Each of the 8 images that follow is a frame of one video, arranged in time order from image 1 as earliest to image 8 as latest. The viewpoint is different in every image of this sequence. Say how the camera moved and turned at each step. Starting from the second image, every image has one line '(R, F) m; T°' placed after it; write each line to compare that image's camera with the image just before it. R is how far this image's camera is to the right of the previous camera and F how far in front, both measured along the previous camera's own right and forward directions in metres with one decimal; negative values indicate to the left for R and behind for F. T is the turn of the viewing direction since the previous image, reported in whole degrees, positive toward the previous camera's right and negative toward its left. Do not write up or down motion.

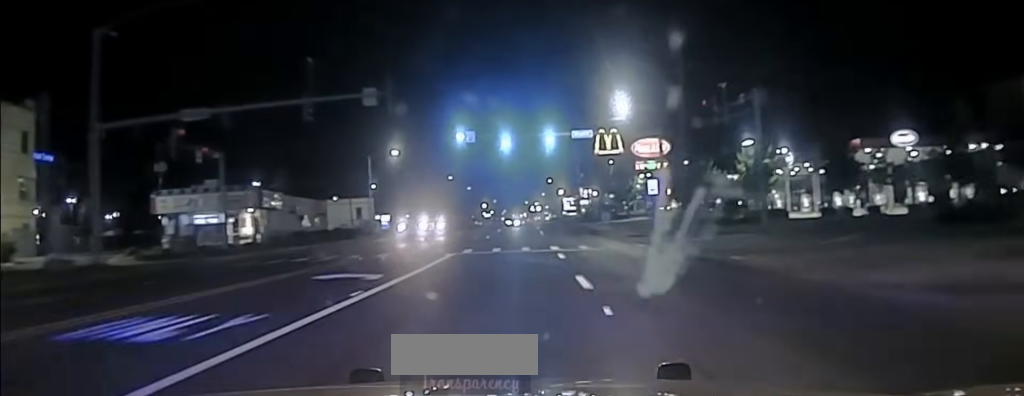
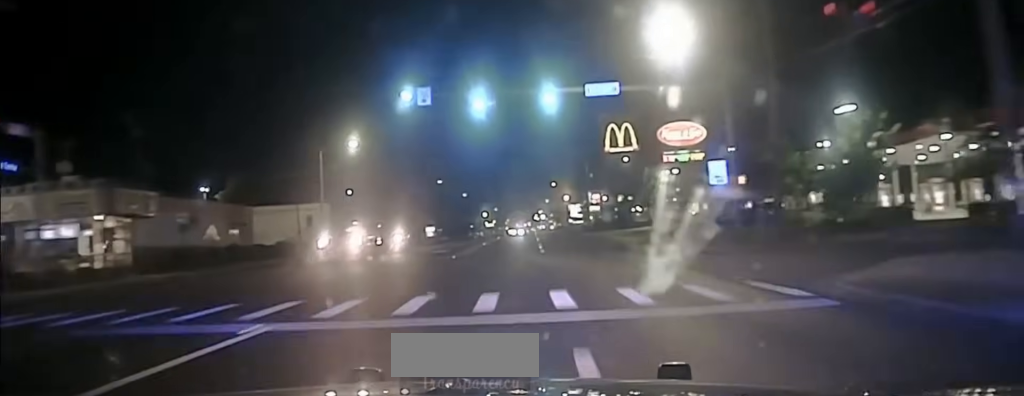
(+0.1, +19.7) m; 0°
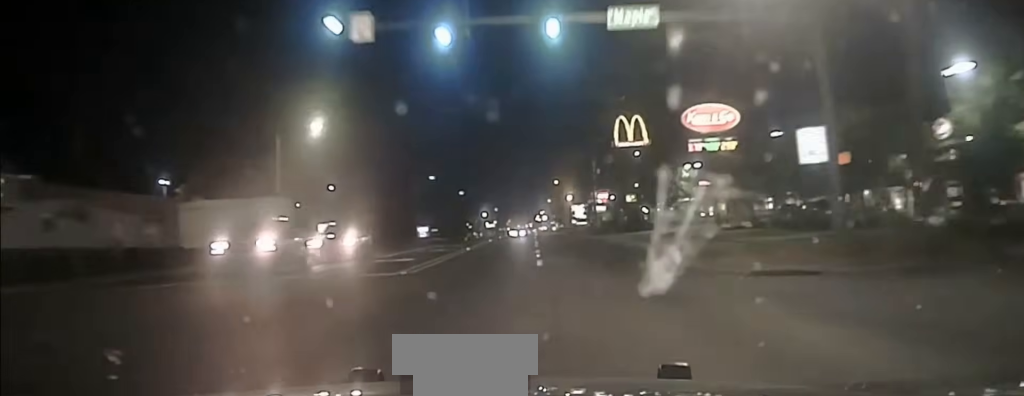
(0.0, +12.0) m; 0°
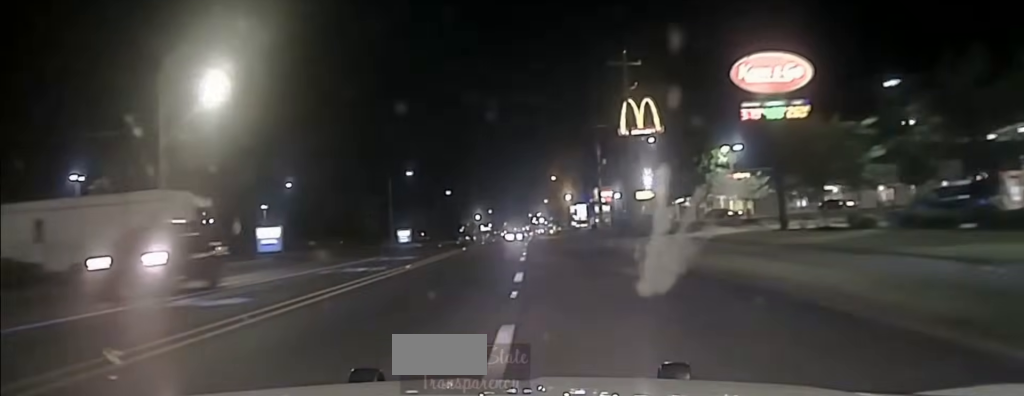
(0.0, +17.3) m; 0°
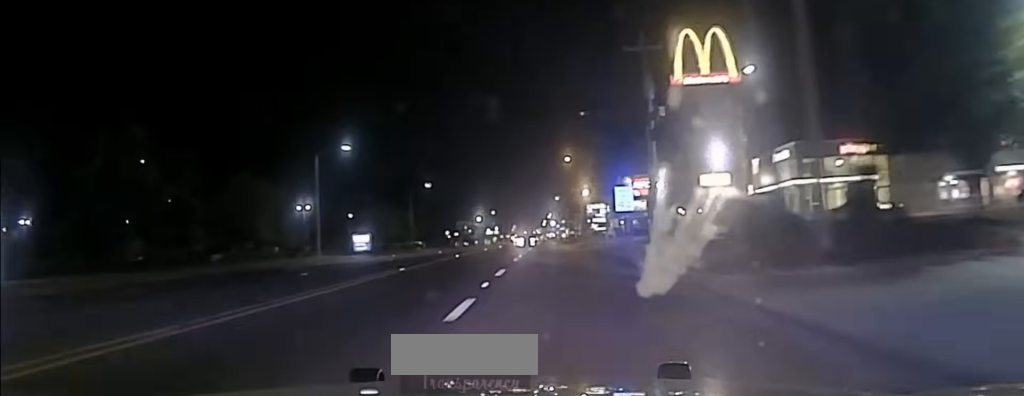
(0.0, +40.5) m; -1°
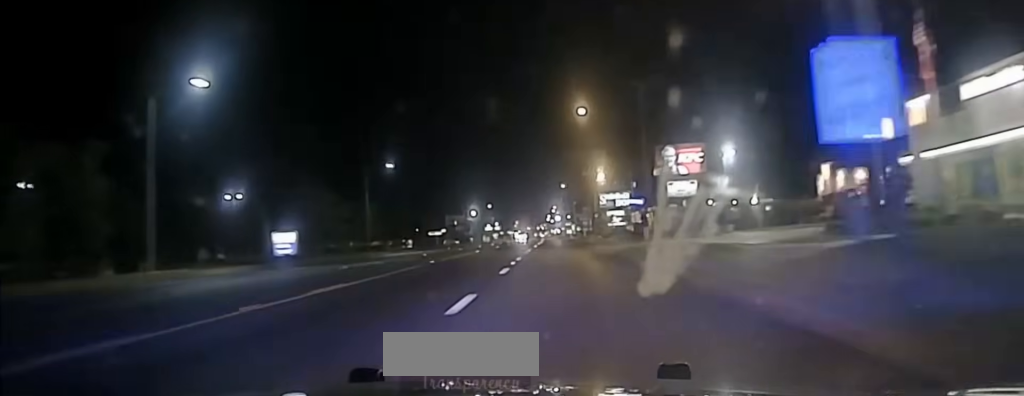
(-0.4, +34.3) m; -1°
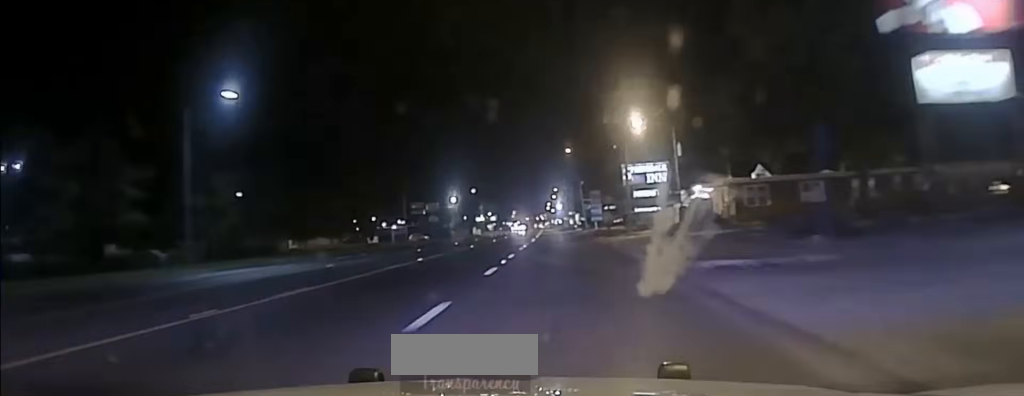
(-0.1, +55.1) m; 0°
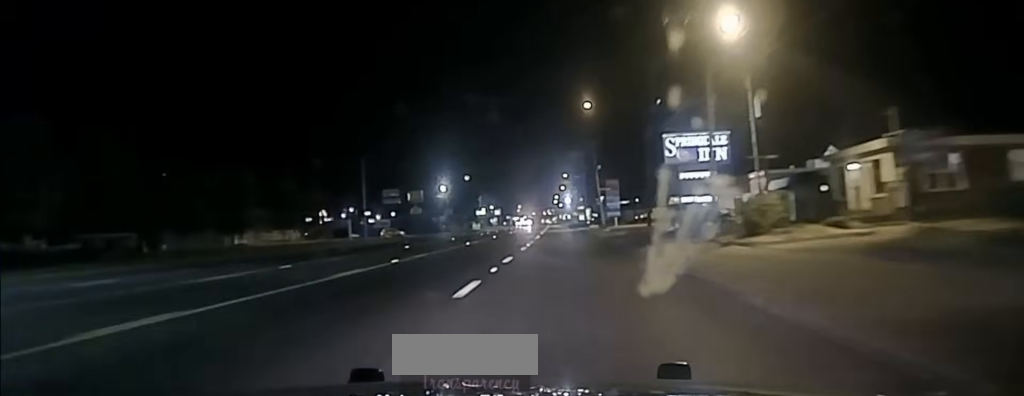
(-0.1, +32.1) m; 0°
